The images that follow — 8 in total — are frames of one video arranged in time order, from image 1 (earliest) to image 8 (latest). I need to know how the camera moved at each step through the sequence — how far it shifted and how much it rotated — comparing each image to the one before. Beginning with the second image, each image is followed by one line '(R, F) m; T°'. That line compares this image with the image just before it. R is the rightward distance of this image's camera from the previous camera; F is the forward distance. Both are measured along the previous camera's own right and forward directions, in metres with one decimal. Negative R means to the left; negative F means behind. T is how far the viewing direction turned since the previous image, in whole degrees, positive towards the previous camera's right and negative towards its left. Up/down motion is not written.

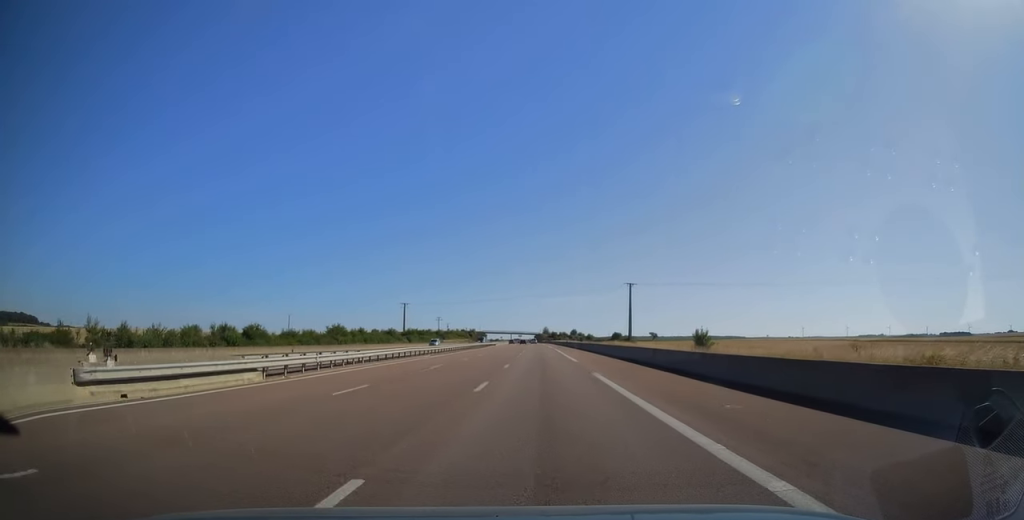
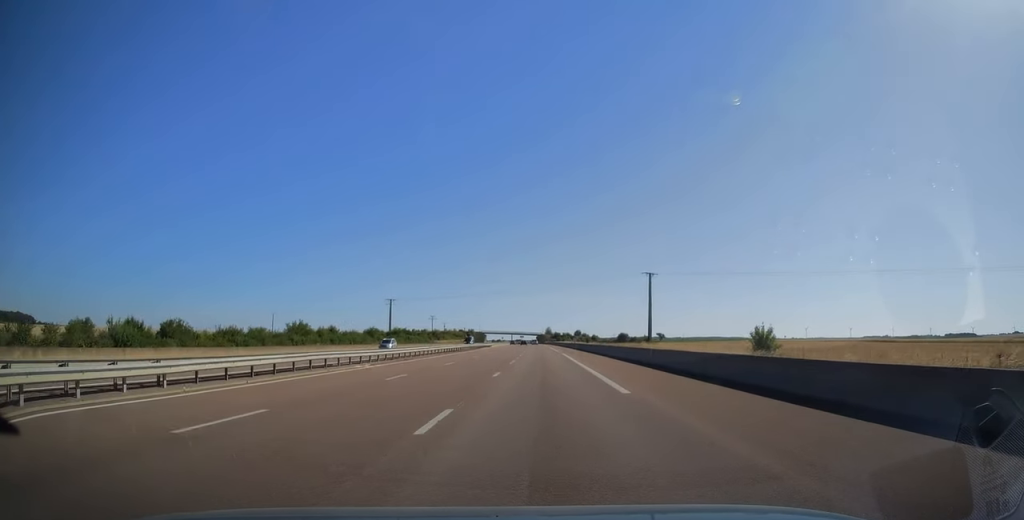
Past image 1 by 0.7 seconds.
(0.0, +20.4) m; 0°
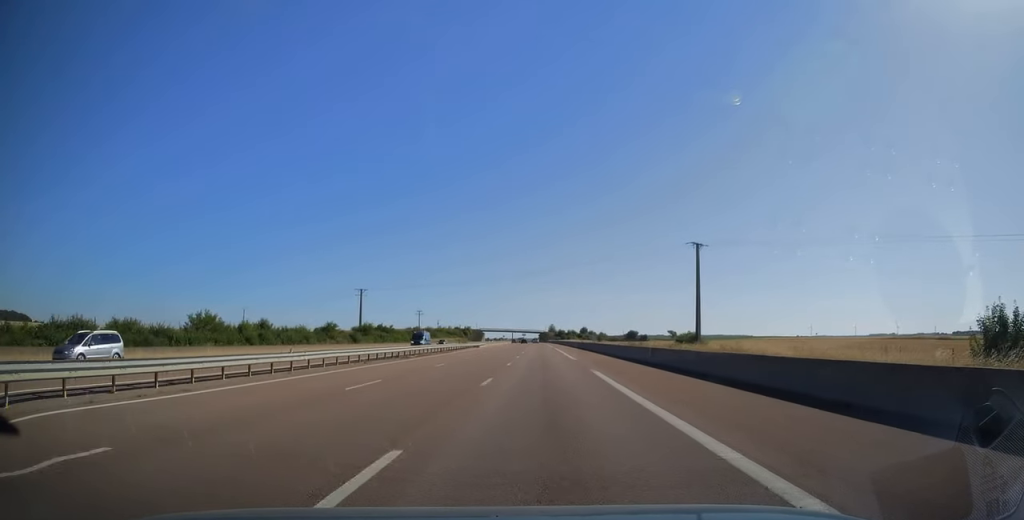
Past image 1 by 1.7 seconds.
(-0.1, +30.5) m; 0°
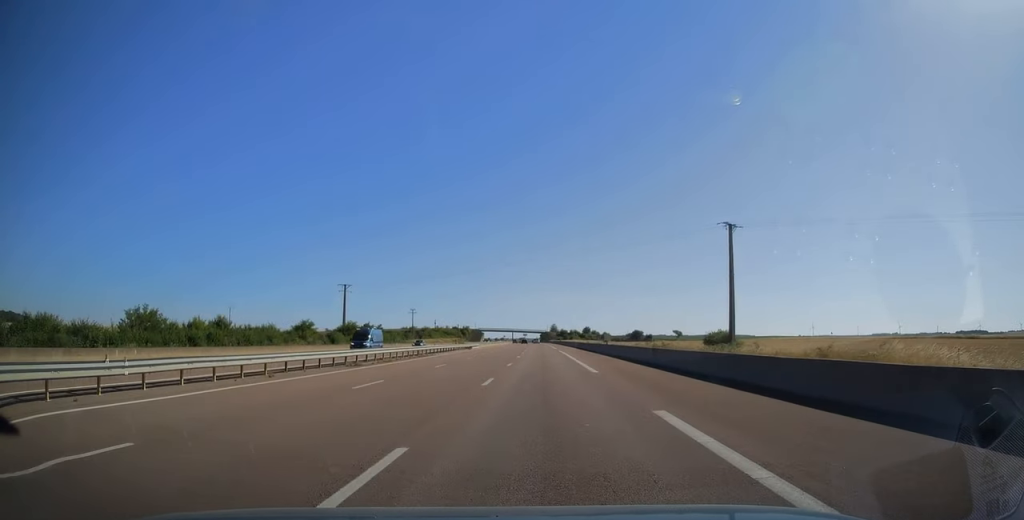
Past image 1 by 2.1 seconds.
(0.0, +12.7) m; 0°
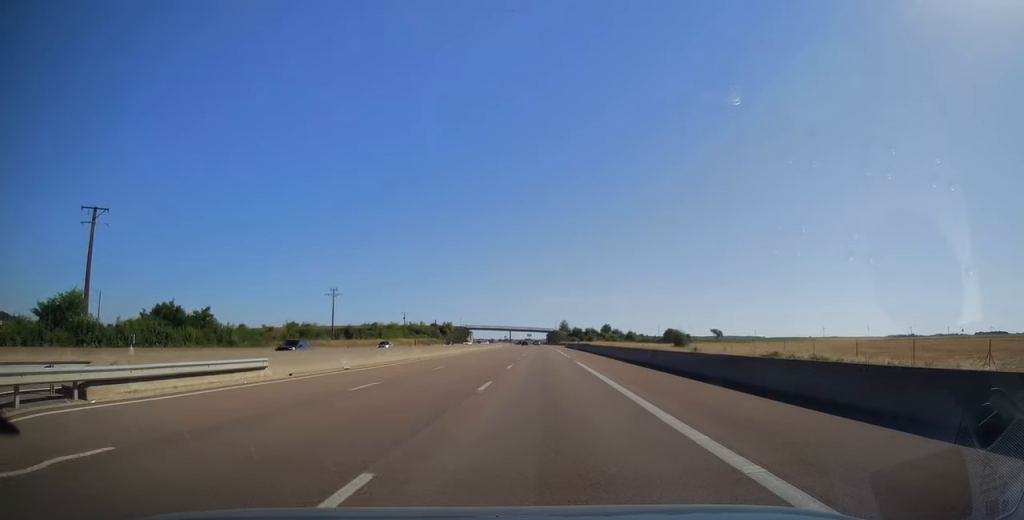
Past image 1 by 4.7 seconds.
(-0.1, +79.7) m; 0°
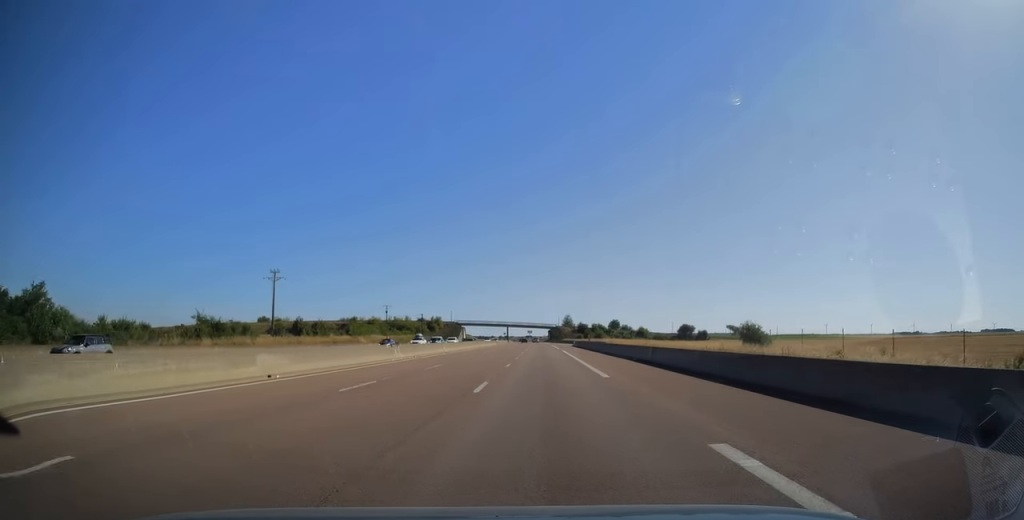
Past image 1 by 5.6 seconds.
(-0.1, +27.4) m; -1°
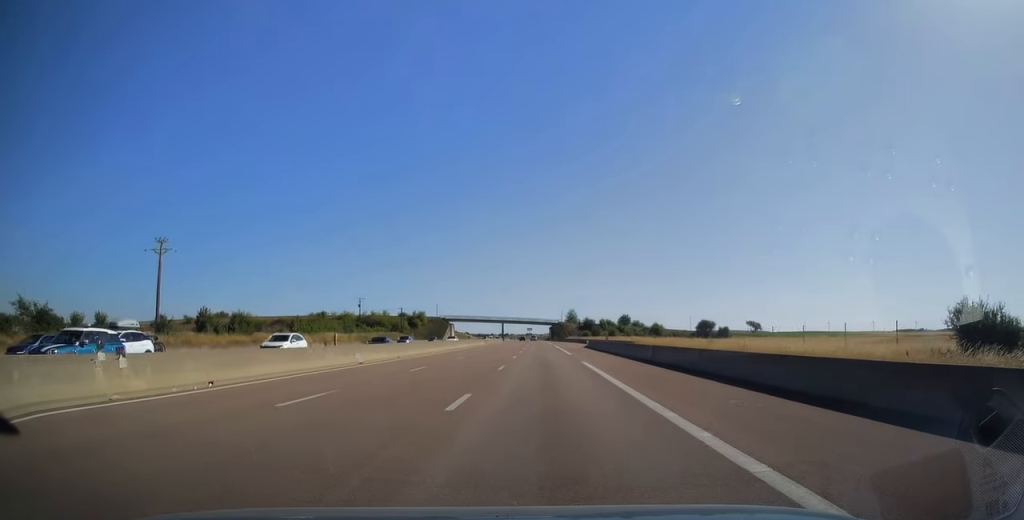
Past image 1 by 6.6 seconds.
(-0.2, +30.0) m; 0°
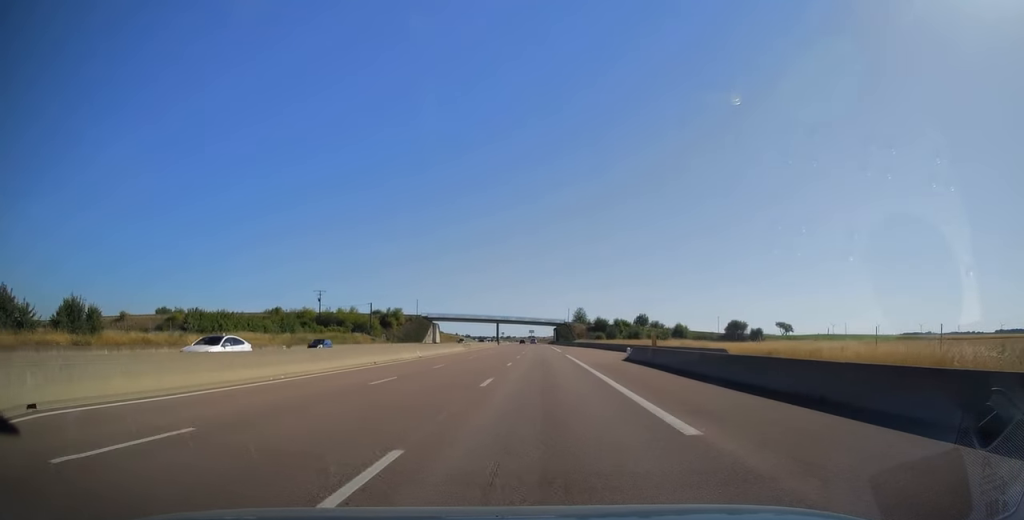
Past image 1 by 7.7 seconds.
(+0.2, +33.1) m; 0°
